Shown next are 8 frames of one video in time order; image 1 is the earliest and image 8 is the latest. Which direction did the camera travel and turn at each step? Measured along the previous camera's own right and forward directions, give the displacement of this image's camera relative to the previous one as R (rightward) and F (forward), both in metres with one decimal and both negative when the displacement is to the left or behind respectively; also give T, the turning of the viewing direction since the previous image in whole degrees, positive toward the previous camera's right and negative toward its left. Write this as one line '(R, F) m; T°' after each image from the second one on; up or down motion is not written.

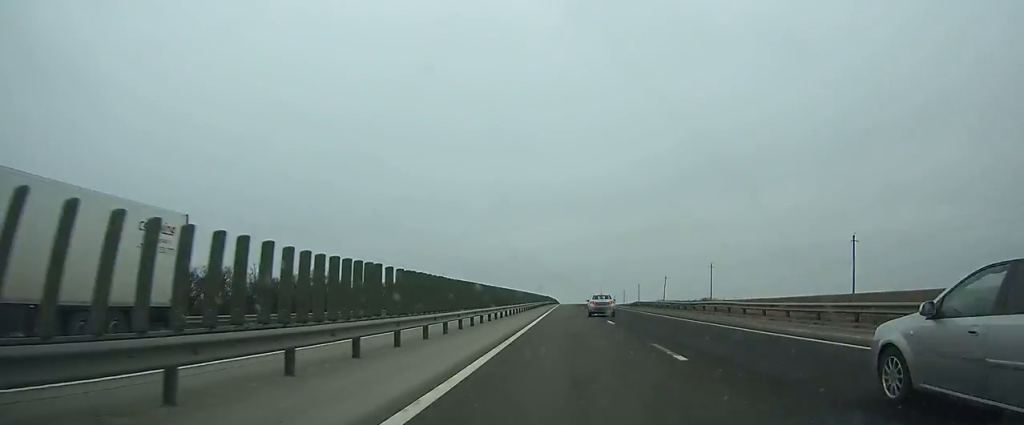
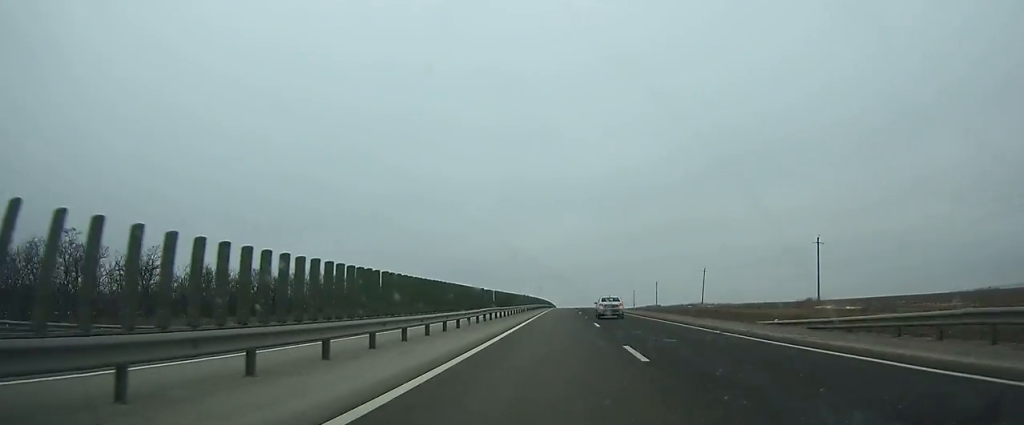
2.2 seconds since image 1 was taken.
(+0.2, +62.7) m; +1°
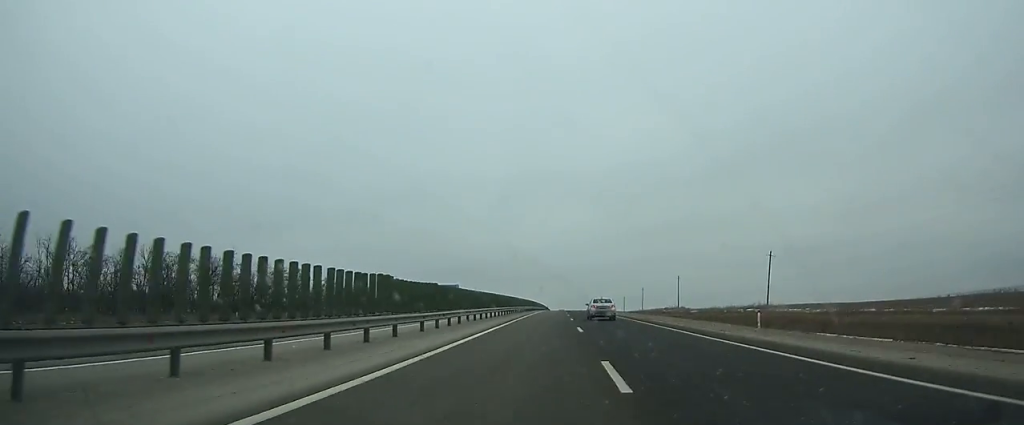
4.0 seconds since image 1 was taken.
(+0.3, +51.1) m; 0°
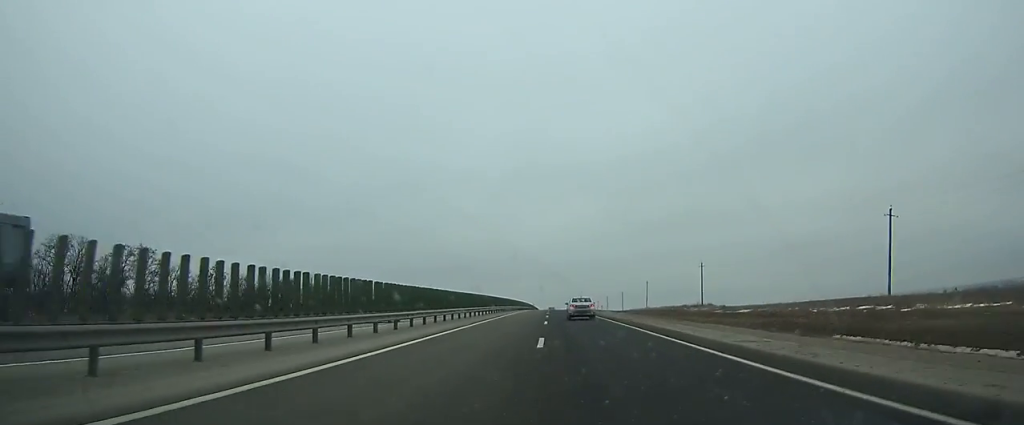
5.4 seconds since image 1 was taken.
(+0.1, +39.6) m; 0°
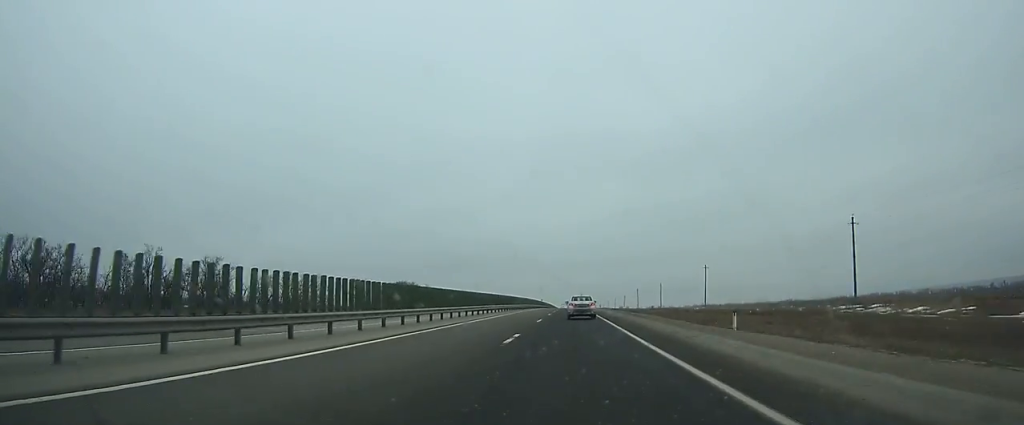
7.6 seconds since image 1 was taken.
(-0.1, +61.9) m; 0°
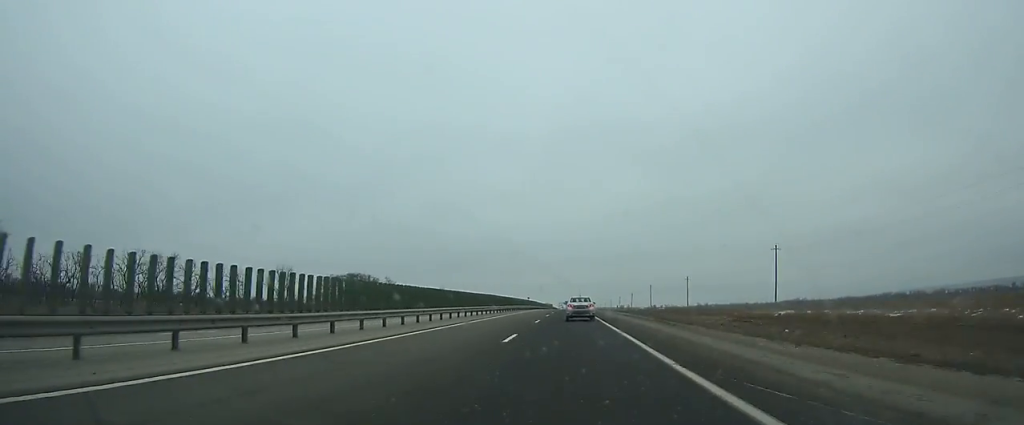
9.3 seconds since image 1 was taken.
(-0.2, +47.7) m; 0°
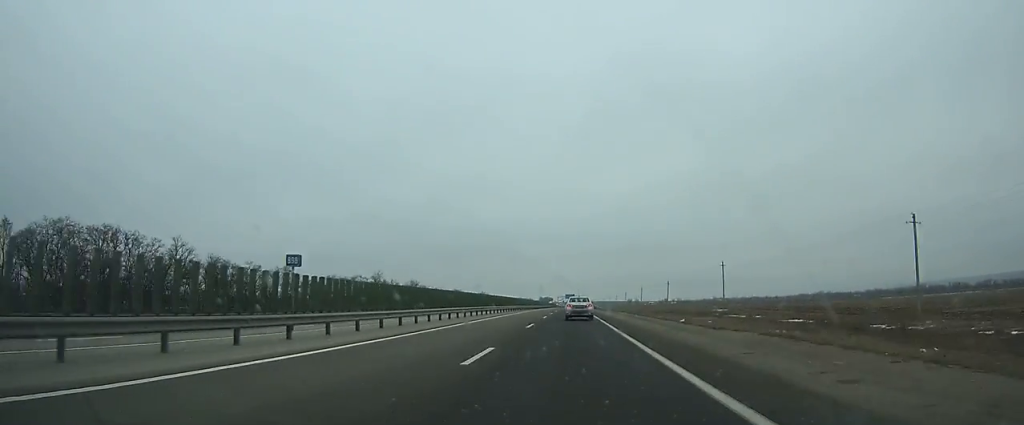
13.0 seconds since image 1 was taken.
(-0.5, +104.1) m; 0°
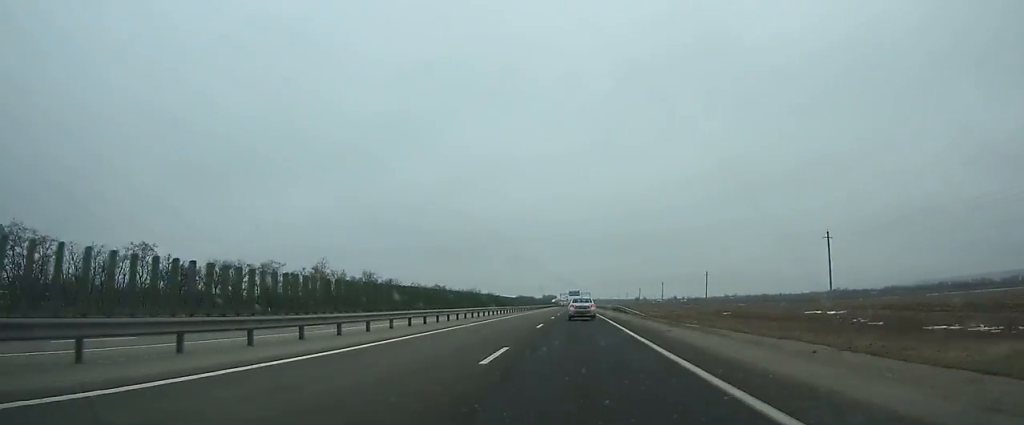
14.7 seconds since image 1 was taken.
(0.0, +48.2) m; 0°
